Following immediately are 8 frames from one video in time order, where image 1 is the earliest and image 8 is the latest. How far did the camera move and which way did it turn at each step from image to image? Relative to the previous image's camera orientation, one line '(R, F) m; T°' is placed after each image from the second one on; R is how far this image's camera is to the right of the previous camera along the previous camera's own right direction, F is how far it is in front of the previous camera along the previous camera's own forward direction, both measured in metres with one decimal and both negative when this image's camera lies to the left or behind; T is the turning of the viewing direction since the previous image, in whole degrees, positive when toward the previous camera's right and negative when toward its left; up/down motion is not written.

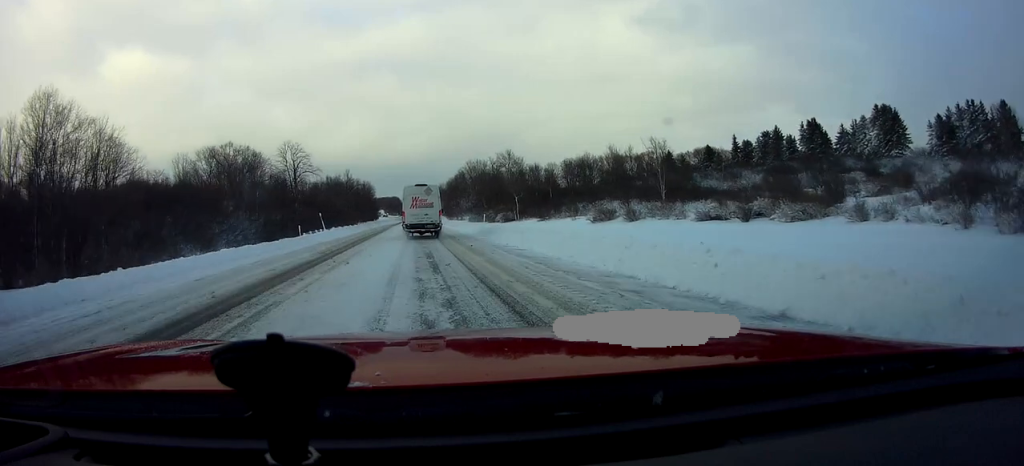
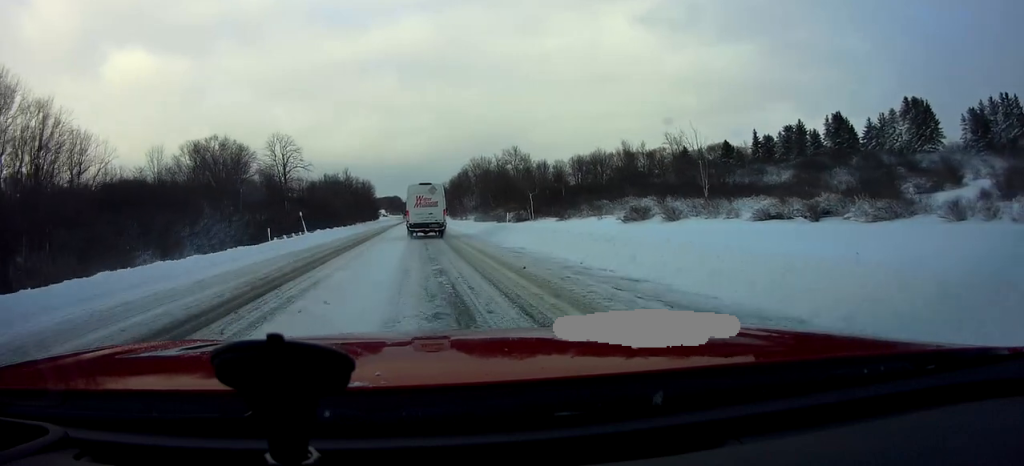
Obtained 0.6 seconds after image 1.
(-0.1, +9.8) m; -1°
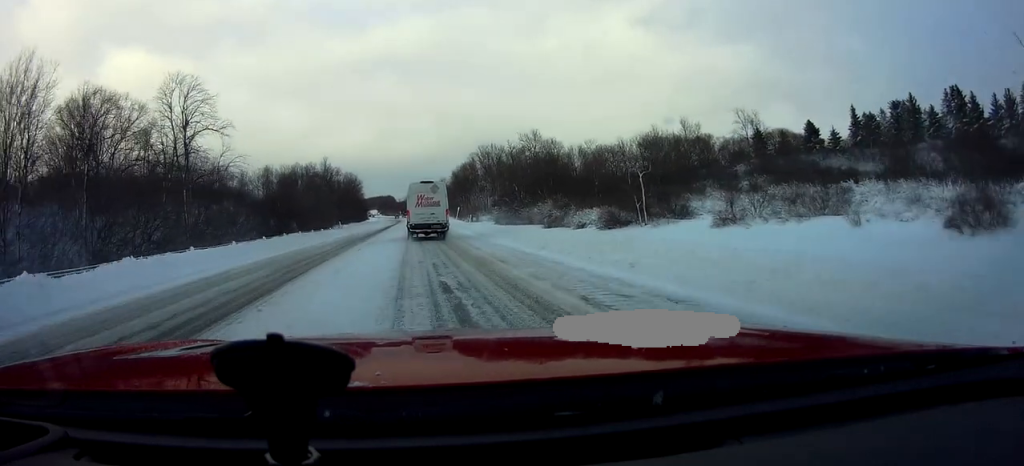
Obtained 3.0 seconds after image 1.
(+0.5, +41.2) m; +2°
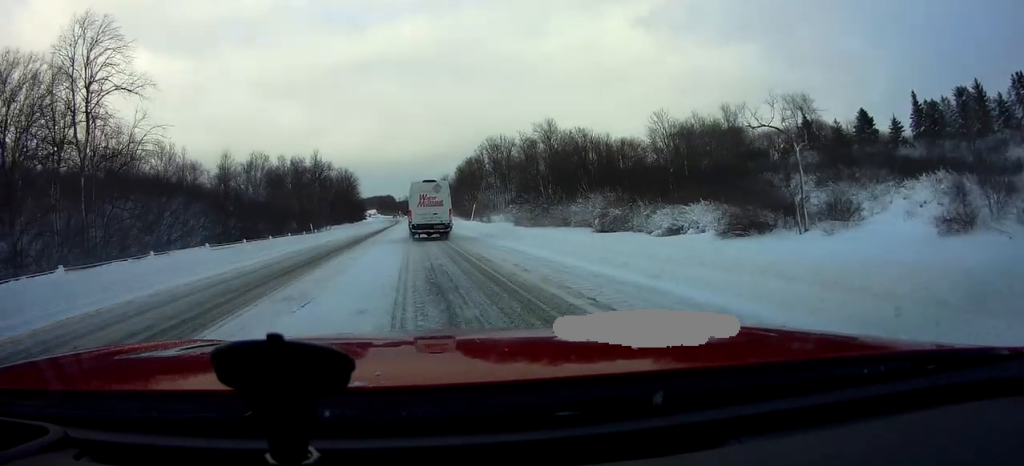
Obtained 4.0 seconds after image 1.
(0.0, +18.1) m; 0°
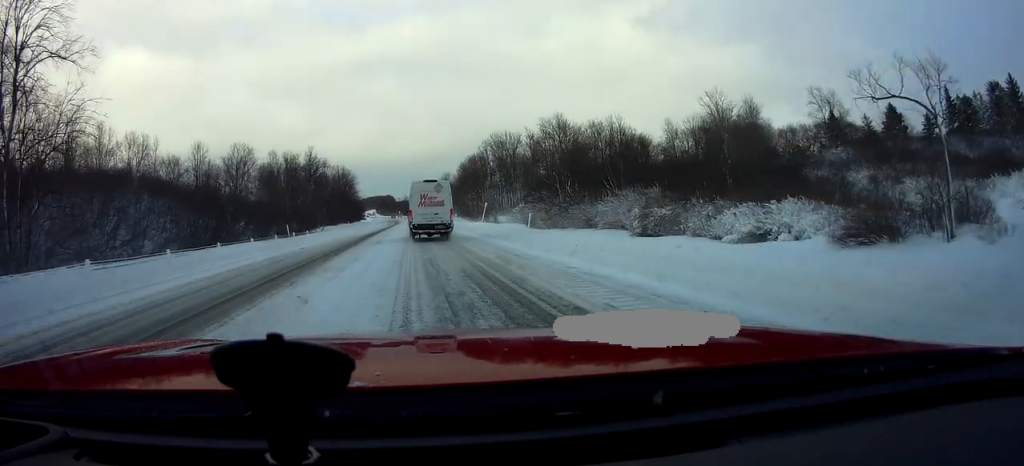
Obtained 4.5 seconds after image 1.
(-0.2, +8.5) m; 0°
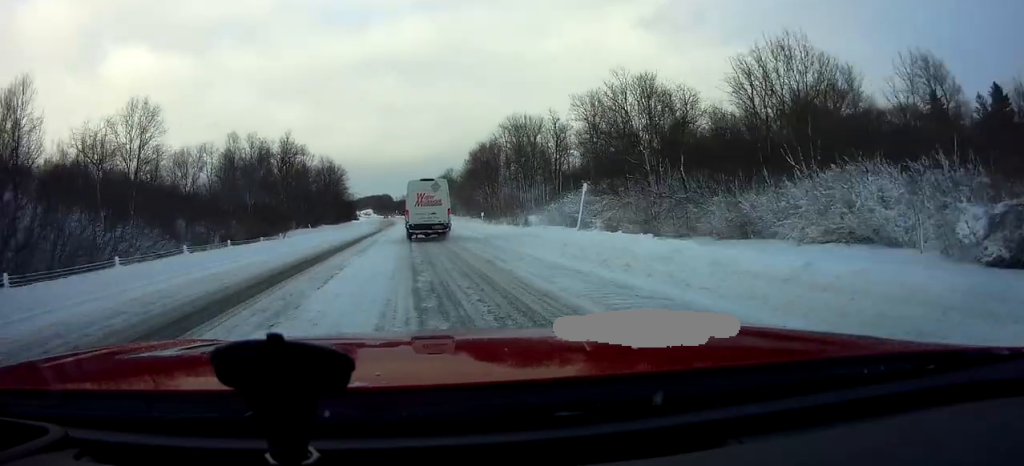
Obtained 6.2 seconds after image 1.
(+0.7, +27.9) m; +1°
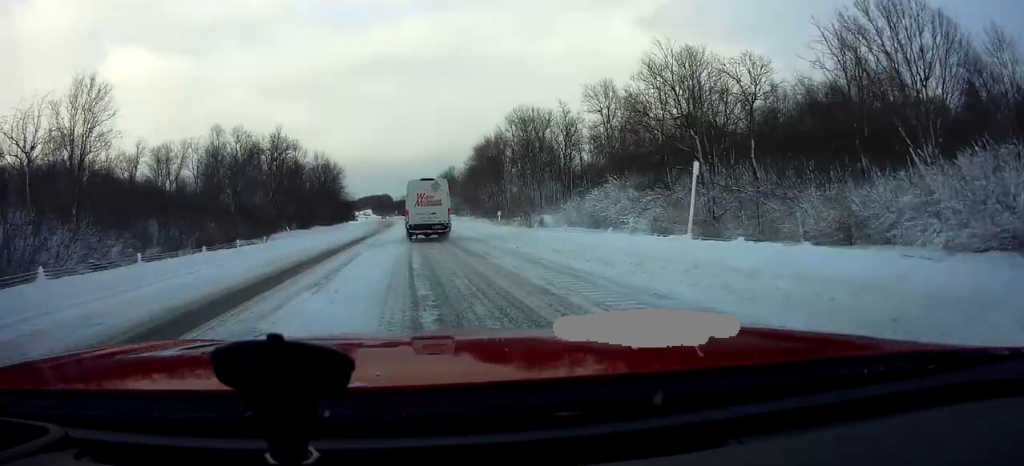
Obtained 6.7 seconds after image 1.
(0.0, +8.4) m; -1°
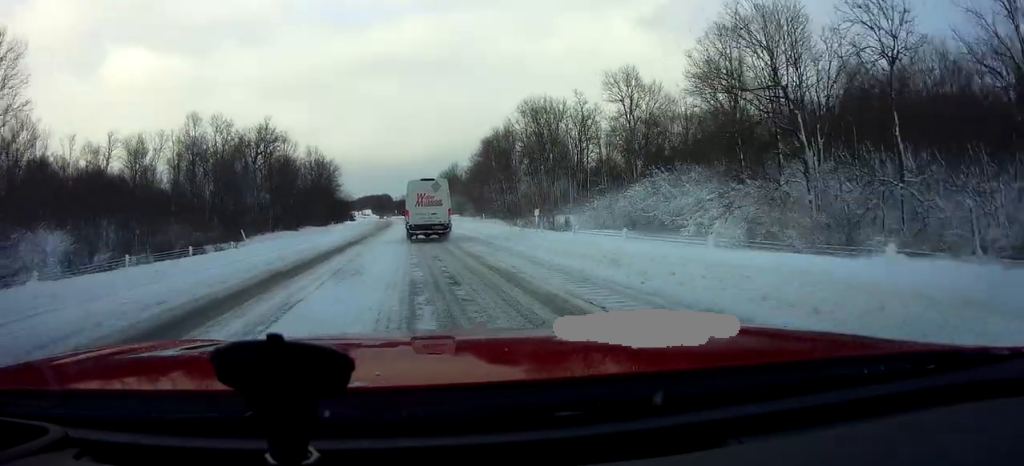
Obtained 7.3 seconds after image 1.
(-0.2, +10.5) m; -1°
